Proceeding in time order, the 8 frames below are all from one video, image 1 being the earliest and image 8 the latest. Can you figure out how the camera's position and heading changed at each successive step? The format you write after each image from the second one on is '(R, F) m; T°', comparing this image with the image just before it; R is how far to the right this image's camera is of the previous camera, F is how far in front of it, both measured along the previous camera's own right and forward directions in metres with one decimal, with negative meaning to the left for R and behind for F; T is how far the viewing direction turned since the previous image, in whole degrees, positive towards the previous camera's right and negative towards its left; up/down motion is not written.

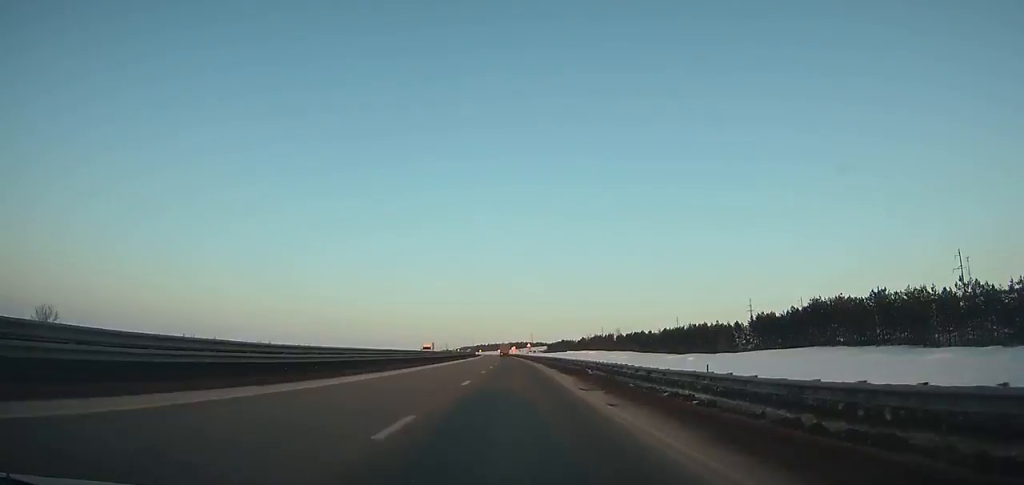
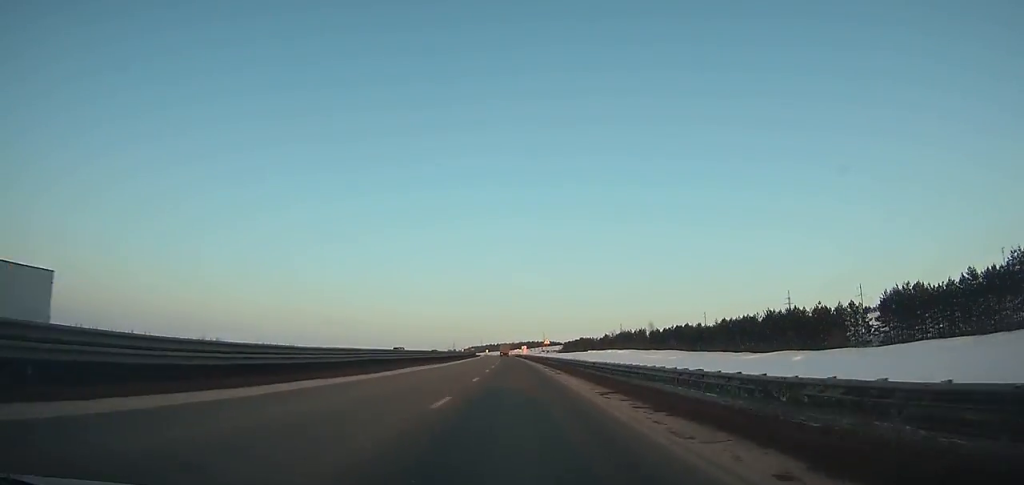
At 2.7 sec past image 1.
(-0.6, +55.7) m; -1°
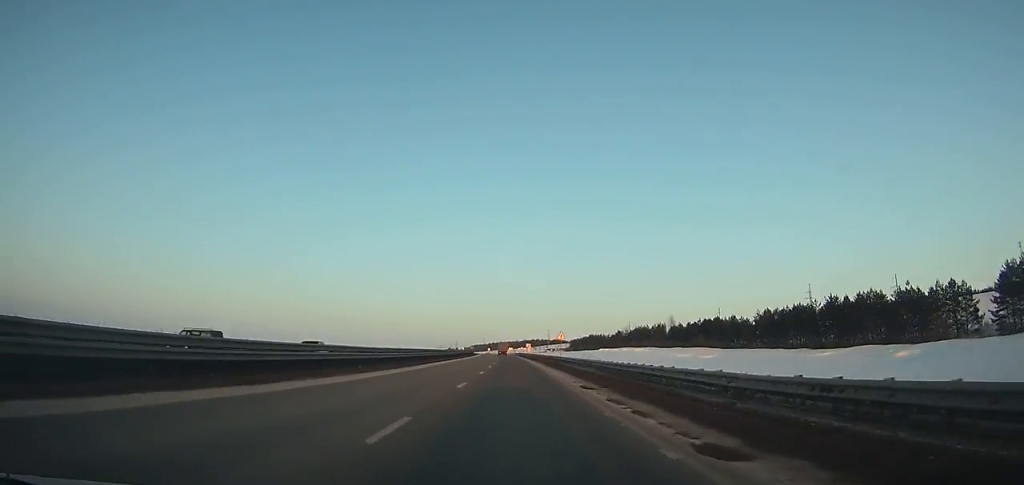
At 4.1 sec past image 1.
(-0.1, +28.7) m; -1°
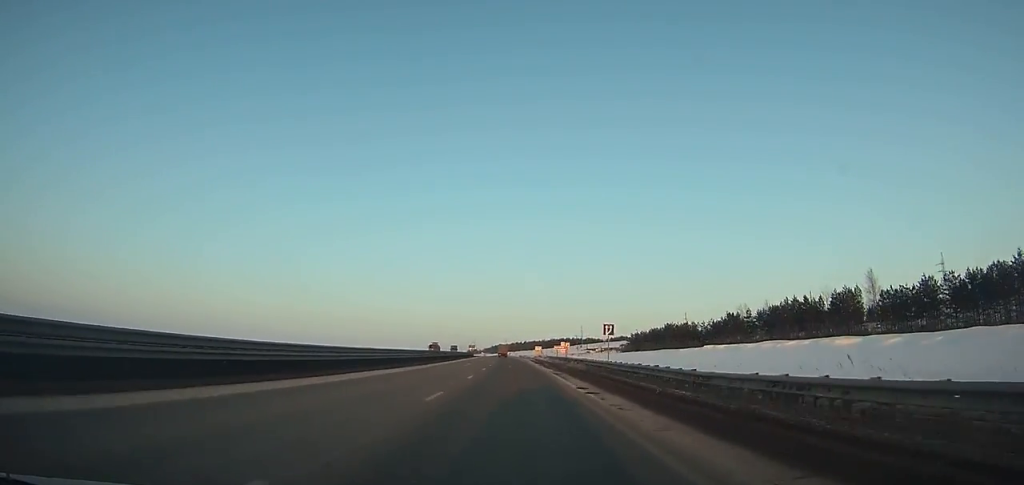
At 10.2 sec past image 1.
(-3.1, +124.1) m; -3°
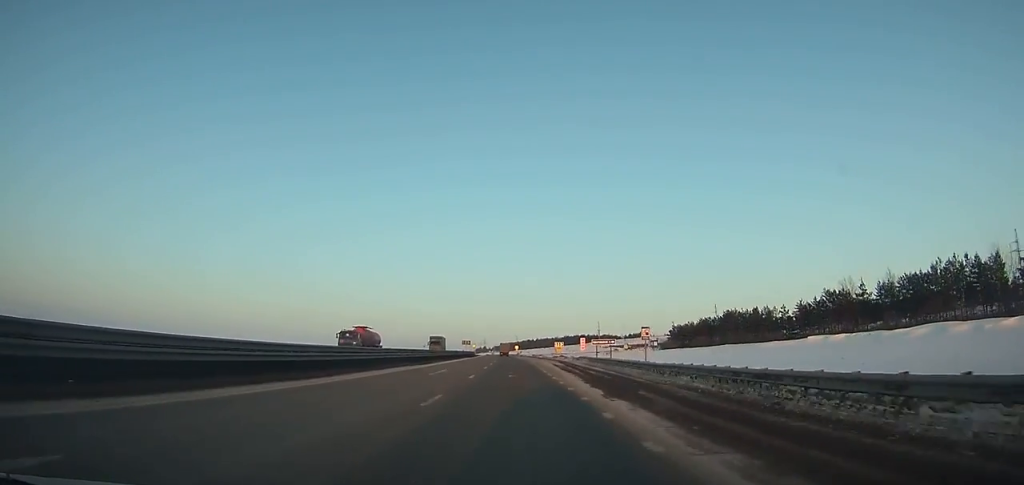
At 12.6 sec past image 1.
(-0.4, +48.7) m; -1°
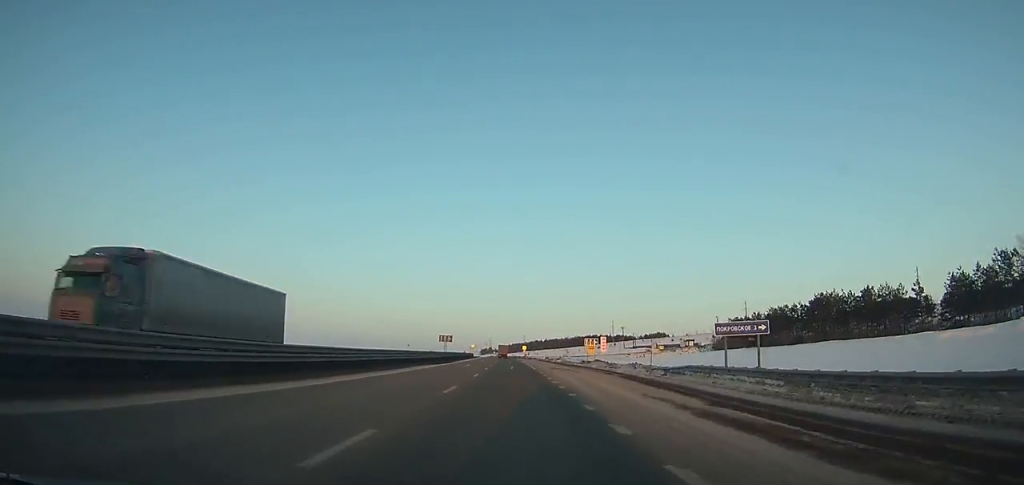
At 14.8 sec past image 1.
(-0.2, +44.9) m; -1°
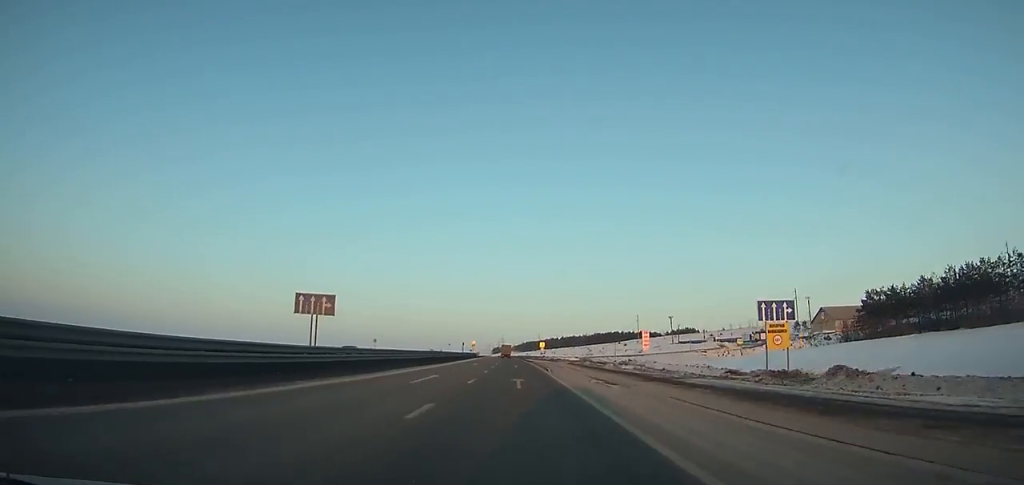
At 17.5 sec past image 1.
(-0.4, +55.5) m; -1°
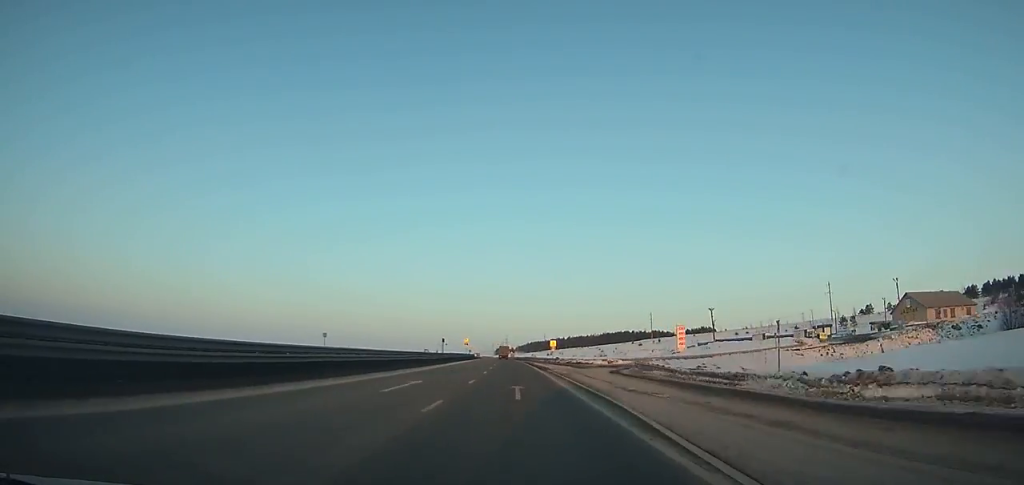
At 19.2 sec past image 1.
(-0.1, +35.3) m; -1°
